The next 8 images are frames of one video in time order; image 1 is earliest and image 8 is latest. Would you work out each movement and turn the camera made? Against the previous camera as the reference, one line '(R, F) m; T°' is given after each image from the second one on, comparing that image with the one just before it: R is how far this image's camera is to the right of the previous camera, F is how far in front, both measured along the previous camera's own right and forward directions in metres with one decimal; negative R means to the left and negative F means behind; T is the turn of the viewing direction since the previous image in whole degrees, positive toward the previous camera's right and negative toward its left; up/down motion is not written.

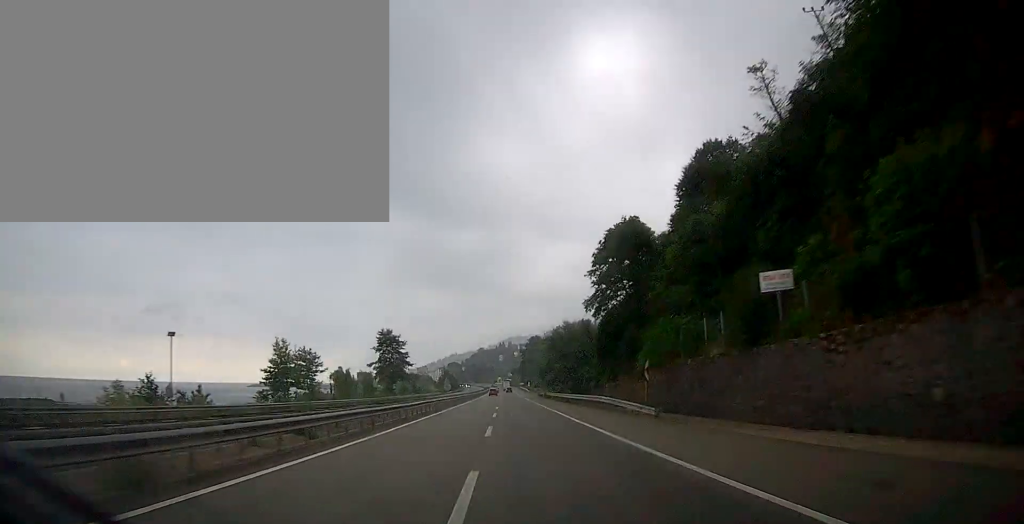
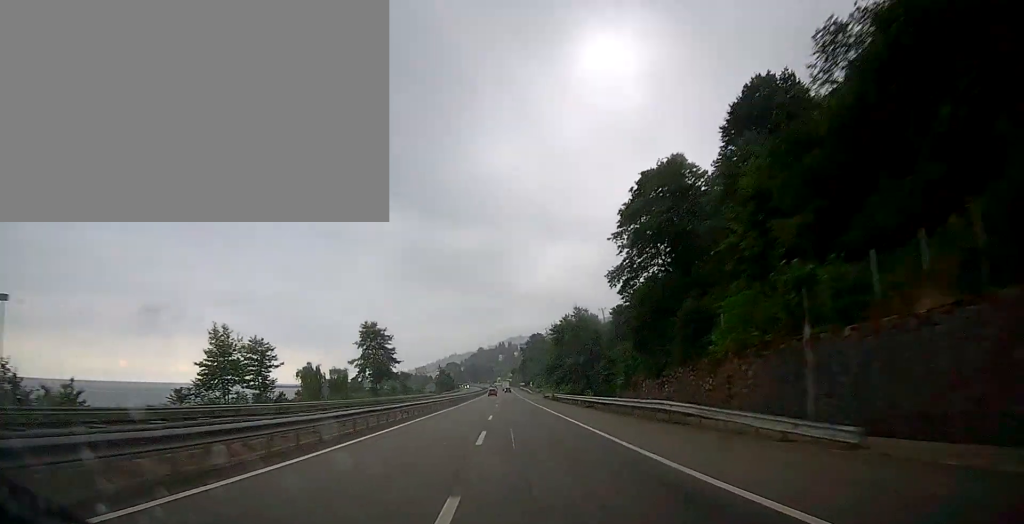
(0.0, +14.4) m; 0°
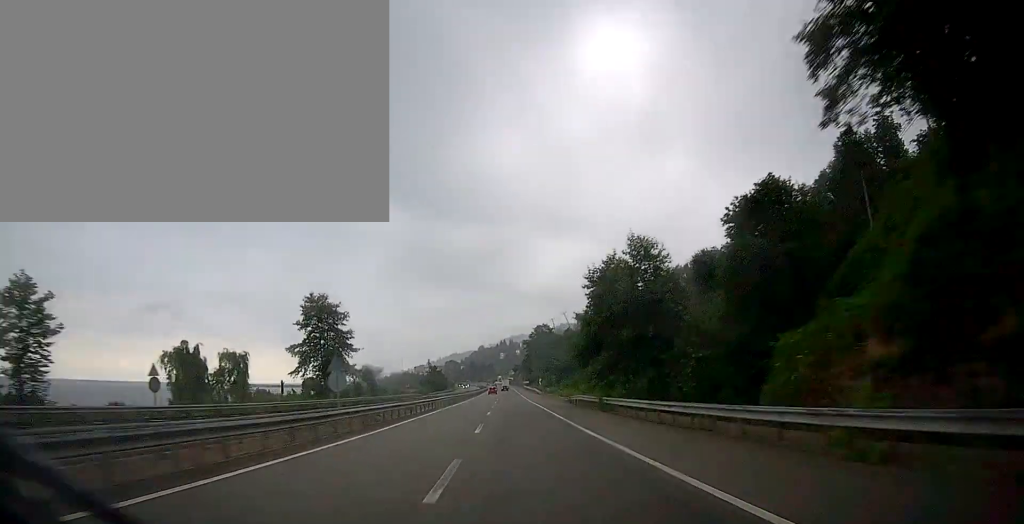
(0.0, +31.7) m; 0°
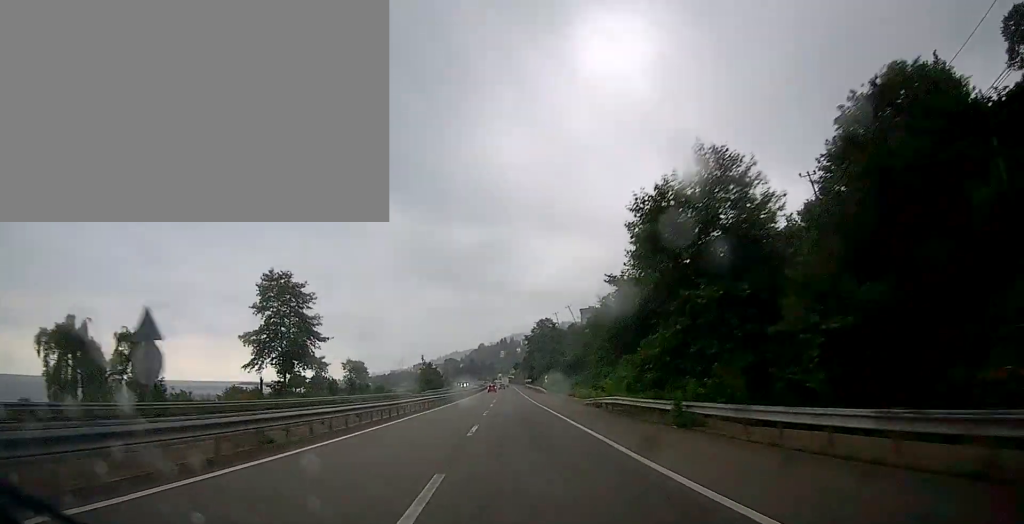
(0.0, +14.1) m; 0°
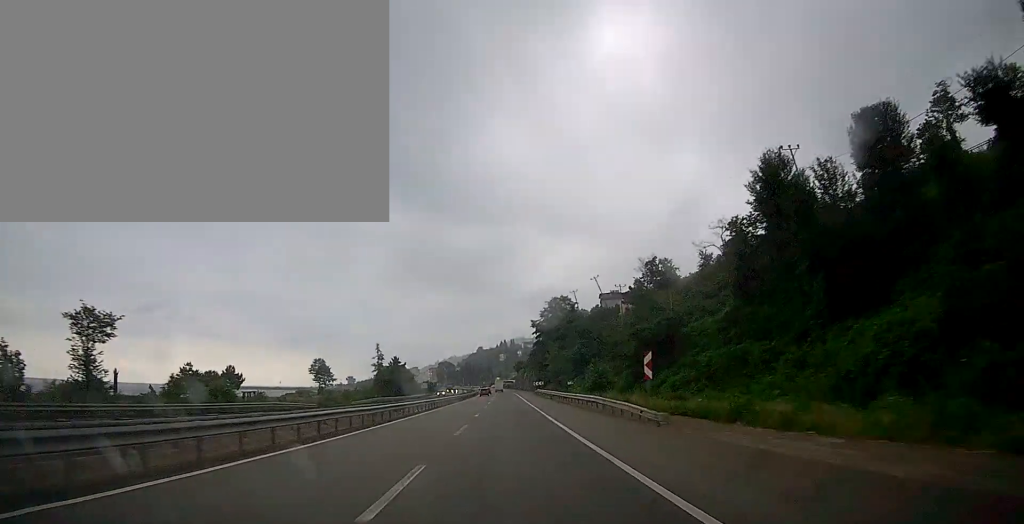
(0.0, +58.1) m; 0°
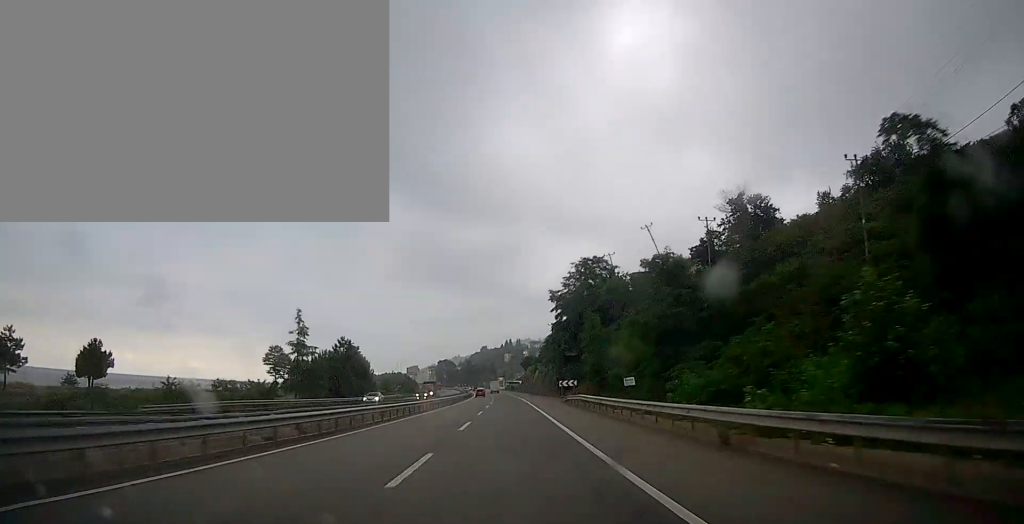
(-0.2, +45.5) m; 0°
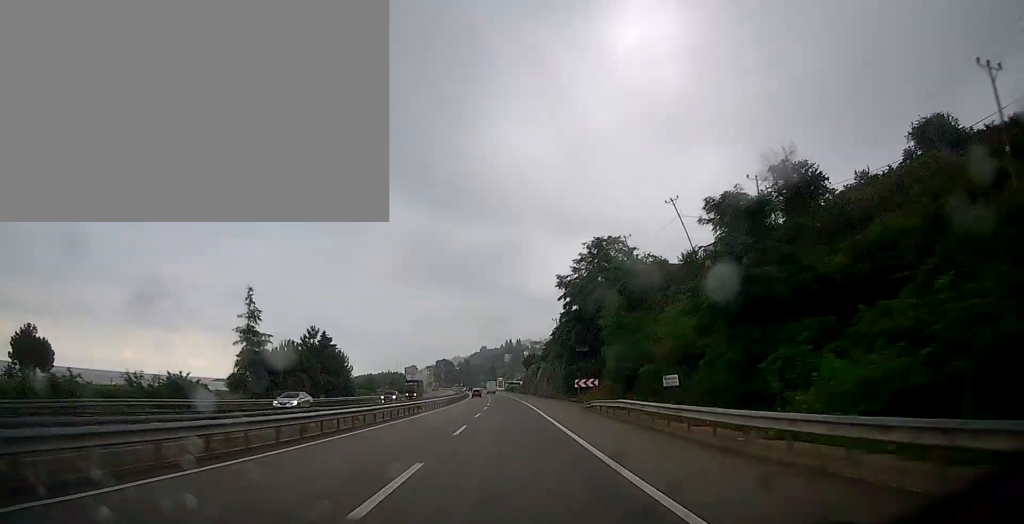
(0.0, +13.7) m; 0°
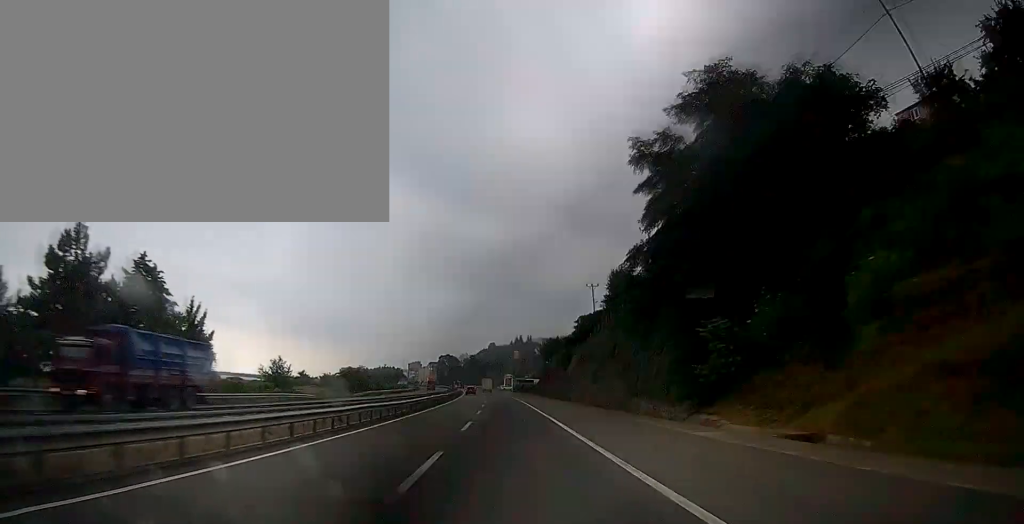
(-0.6, +45.7) m; -1°
